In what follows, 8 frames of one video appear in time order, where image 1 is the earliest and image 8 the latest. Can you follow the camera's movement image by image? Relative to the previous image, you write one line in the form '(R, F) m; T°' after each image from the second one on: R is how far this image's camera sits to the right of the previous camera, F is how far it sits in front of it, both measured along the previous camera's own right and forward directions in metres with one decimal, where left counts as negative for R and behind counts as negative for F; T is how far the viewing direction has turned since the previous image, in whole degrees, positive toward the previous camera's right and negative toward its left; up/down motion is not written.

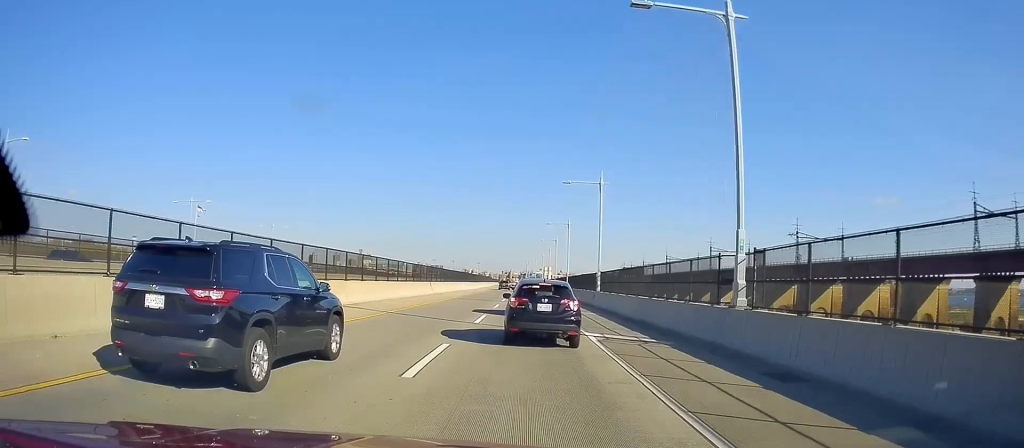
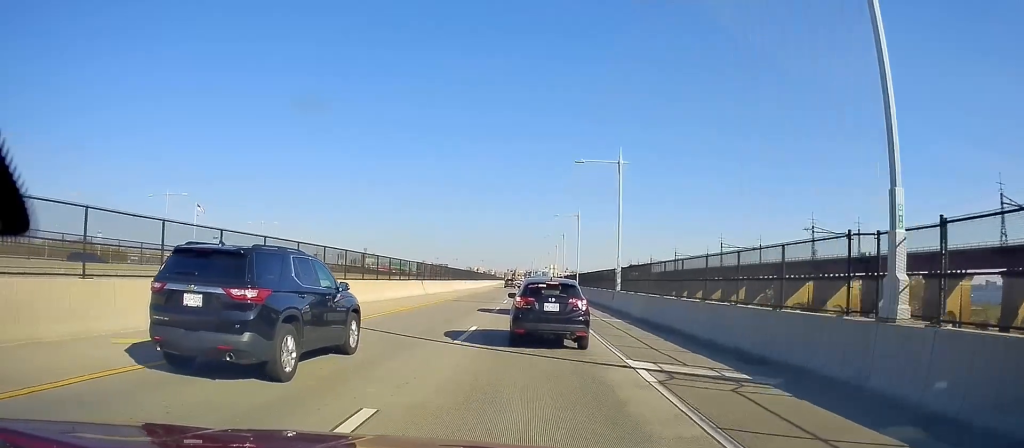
(-0.1, +7.1) m; -1°
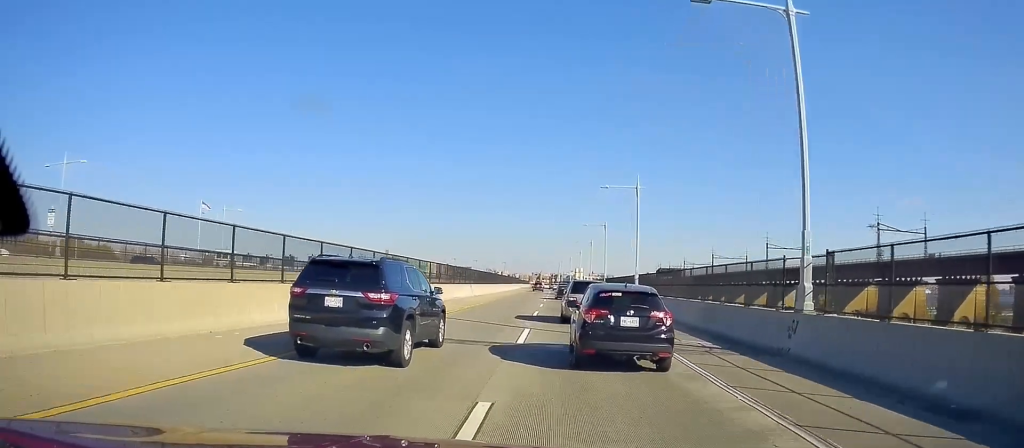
(-0.6, +23.2) m; -1°
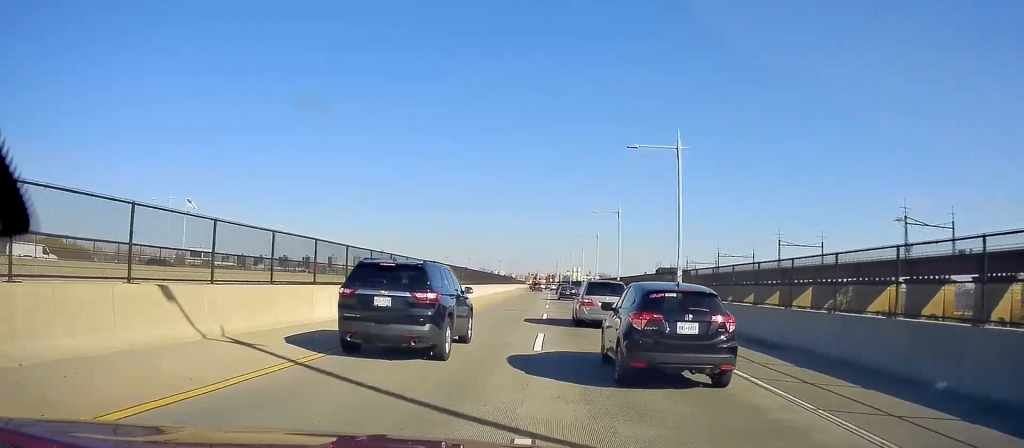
(0.0, +13.8) m; 0°
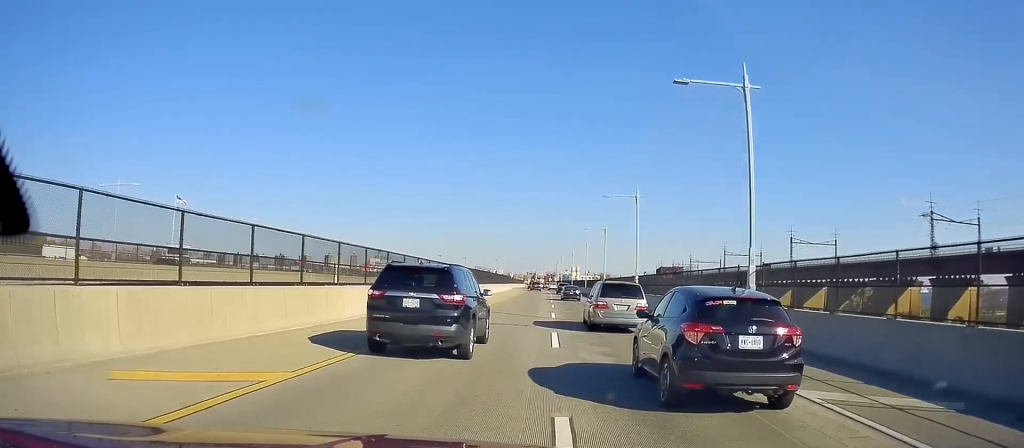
(0.0, +10.8) m; 0°
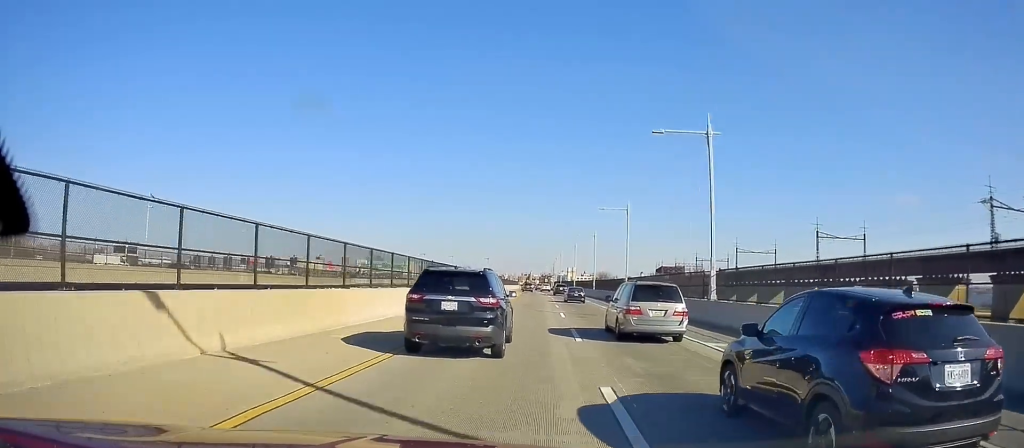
(0.0, +22.0) m; 0°
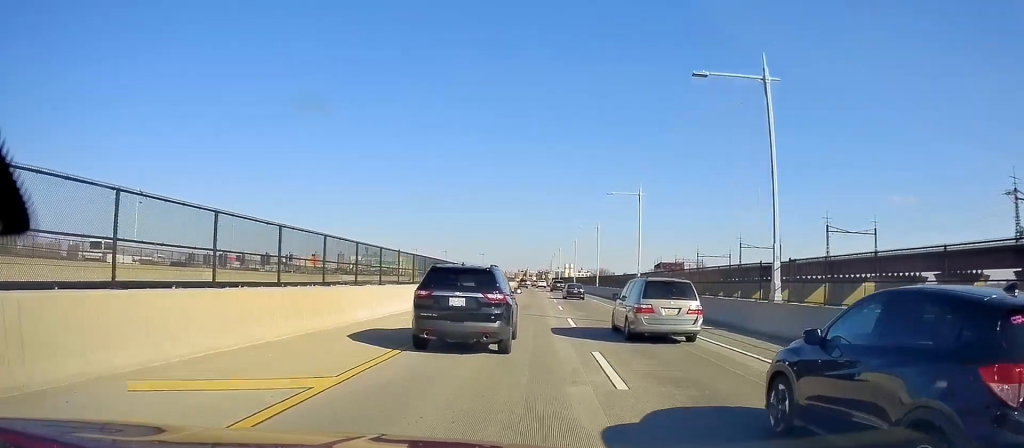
(0.0, +8.1) m; 0°
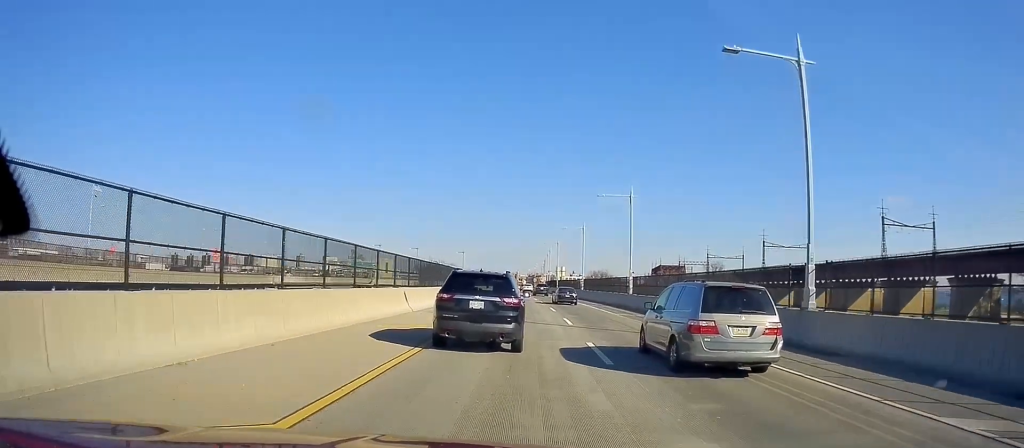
(+0.1, +33.0) m; -1°
